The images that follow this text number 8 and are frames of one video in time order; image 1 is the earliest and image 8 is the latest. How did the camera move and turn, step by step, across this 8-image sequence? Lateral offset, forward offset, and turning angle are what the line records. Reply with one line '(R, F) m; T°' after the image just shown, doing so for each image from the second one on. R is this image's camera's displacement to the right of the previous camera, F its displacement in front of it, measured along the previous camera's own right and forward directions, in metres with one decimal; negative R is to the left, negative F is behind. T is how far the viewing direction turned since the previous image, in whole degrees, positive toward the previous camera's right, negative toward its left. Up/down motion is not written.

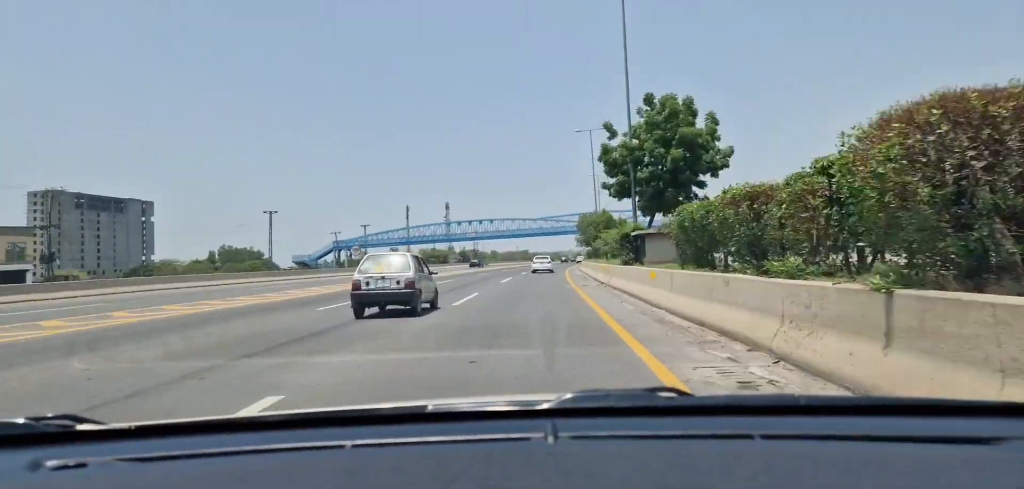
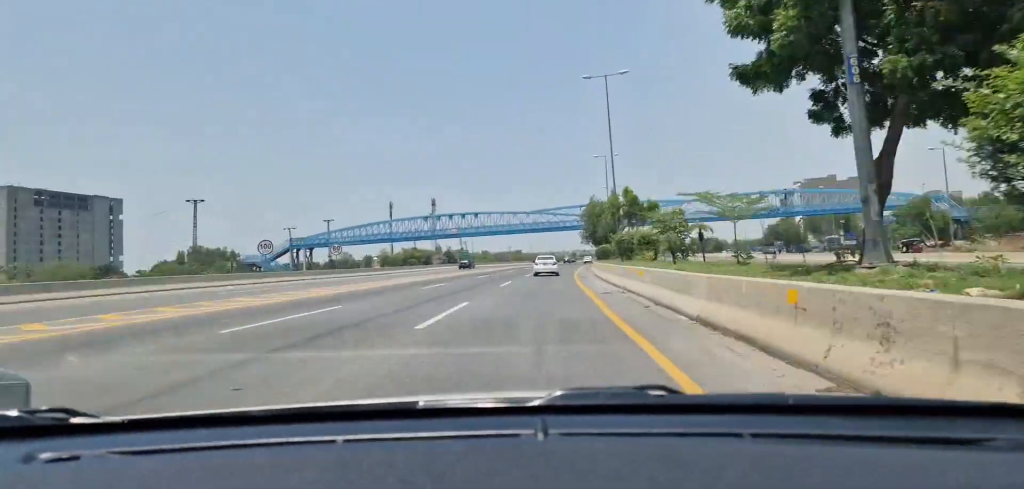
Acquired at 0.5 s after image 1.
(+0.1, +23.8) m; 0°
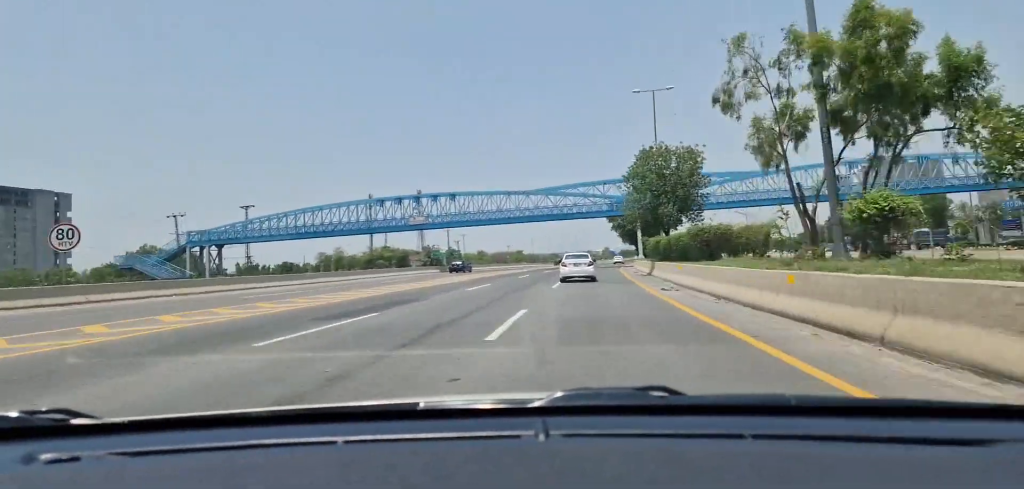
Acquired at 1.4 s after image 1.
(+0.1, +38.8) m; +1°
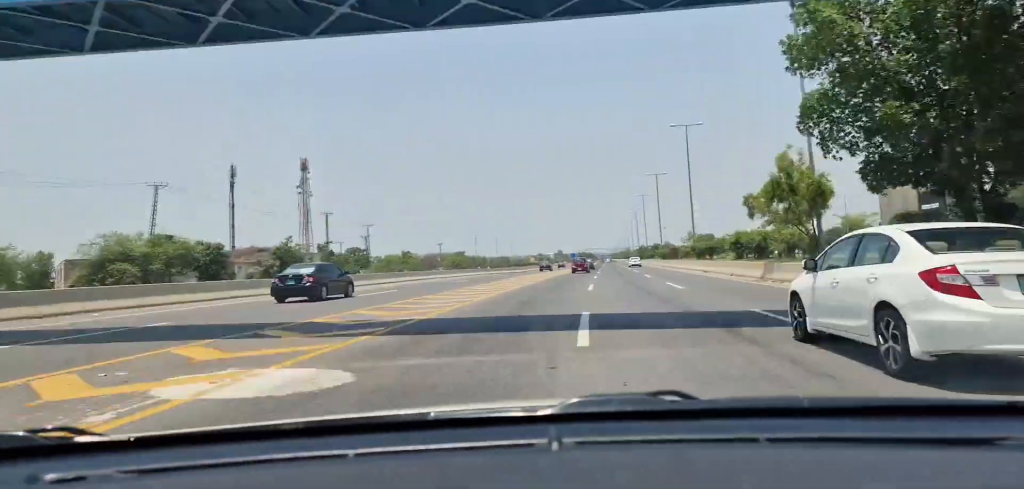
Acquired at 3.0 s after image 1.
(+1.8, +72.4) m; +3°
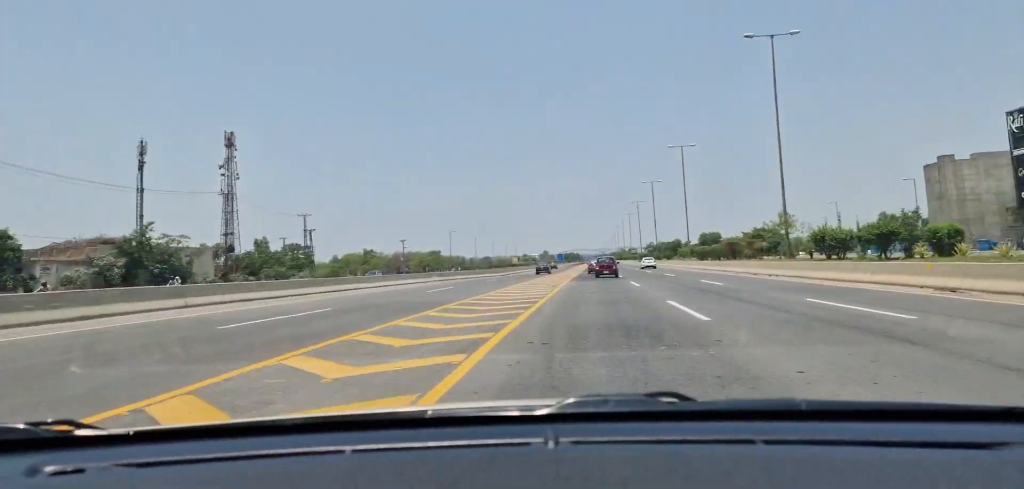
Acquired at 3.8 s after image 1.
(+0.6, +31.6) m; +2°
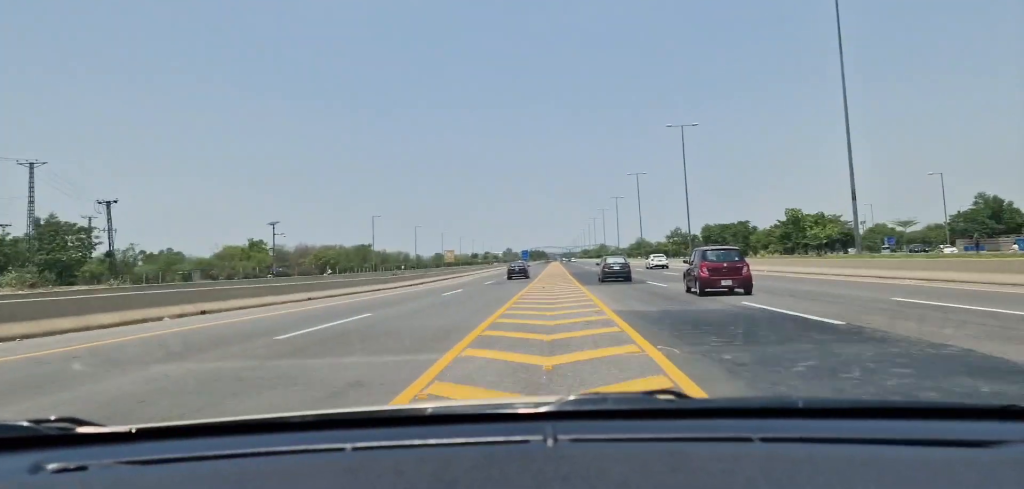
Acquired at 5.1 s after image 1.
(+1.5, +55.8) m; +3°
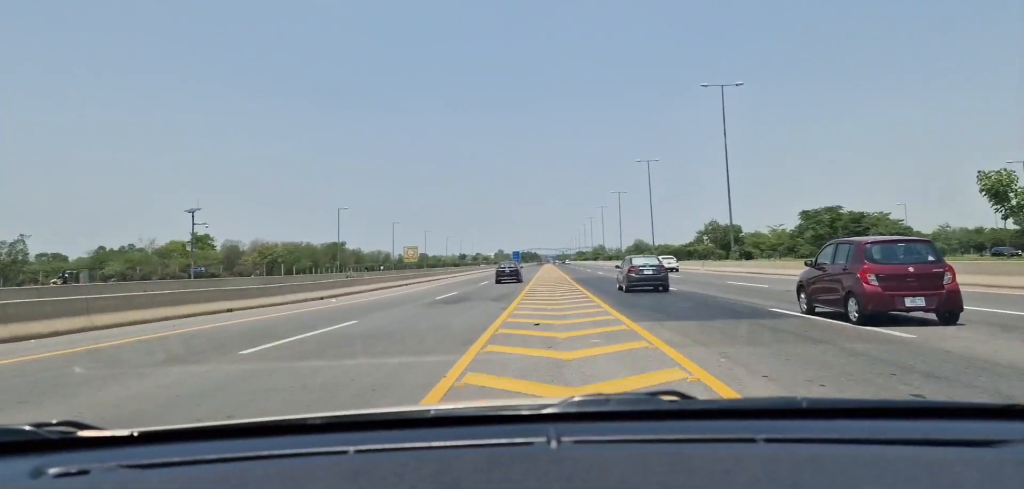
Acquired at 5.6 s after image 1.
(+0.3, +19.9) m; +1°
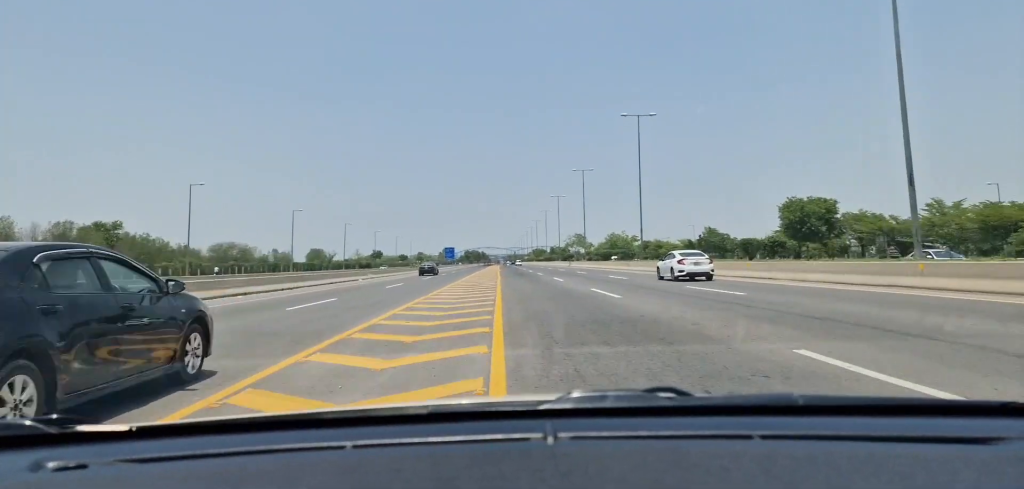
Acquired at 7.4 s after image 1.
(+1.3, +79.9) m; +1°
